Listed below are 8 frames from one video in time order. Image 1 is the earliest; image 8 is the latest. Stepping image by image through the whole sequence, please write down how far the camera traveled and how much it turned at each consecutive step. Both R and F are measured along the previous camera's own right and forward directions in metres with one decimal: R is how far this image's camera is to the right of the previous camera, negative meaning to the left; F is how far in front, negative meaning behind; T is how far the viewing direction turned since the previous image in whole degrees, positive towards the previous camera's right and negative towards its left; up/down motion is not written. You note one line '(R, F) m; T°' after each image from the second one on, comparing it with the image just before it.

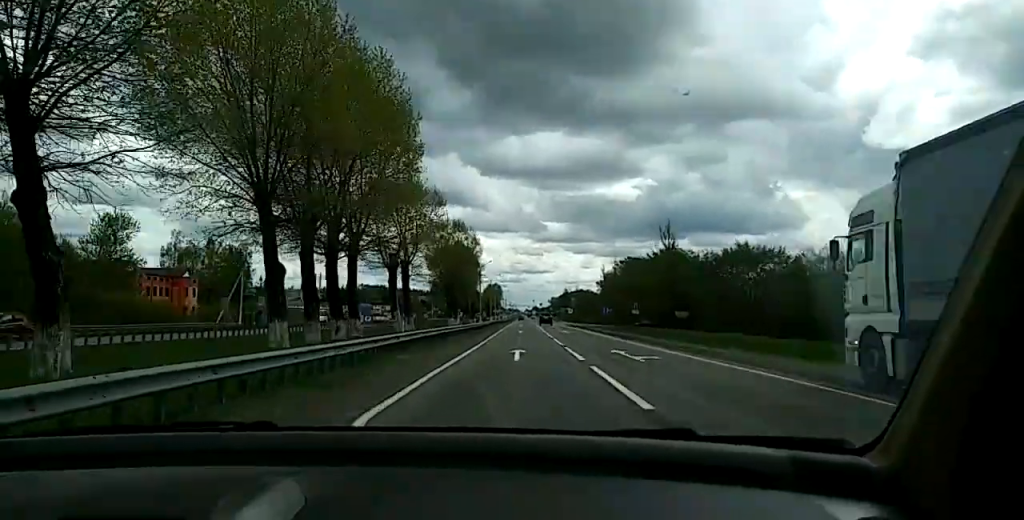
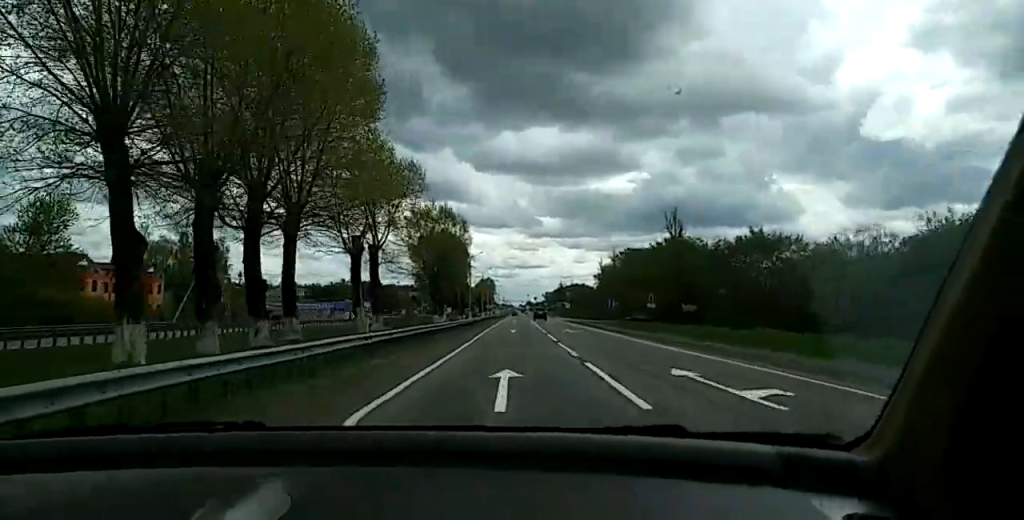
(+0.1, +12.6) m; 0°
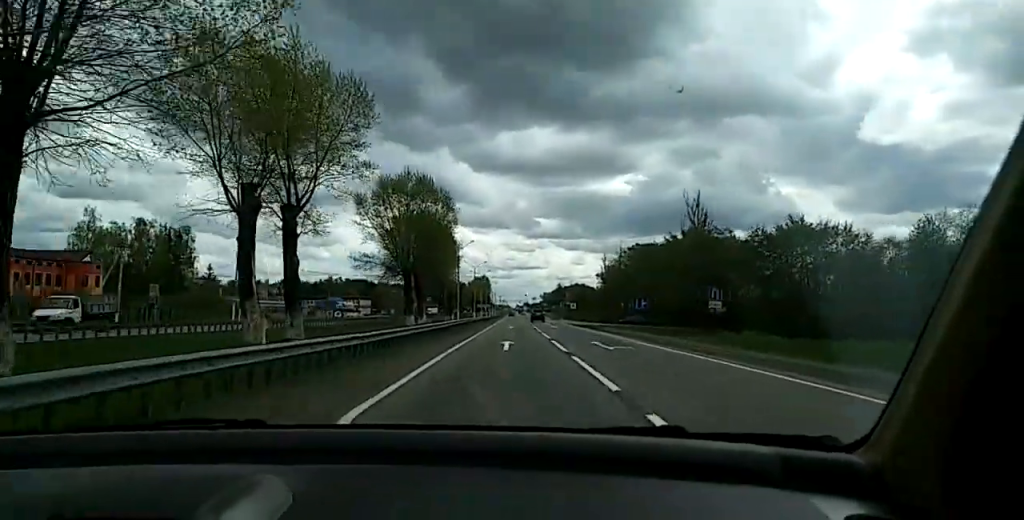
(+0.3, +21.0) m; 0°
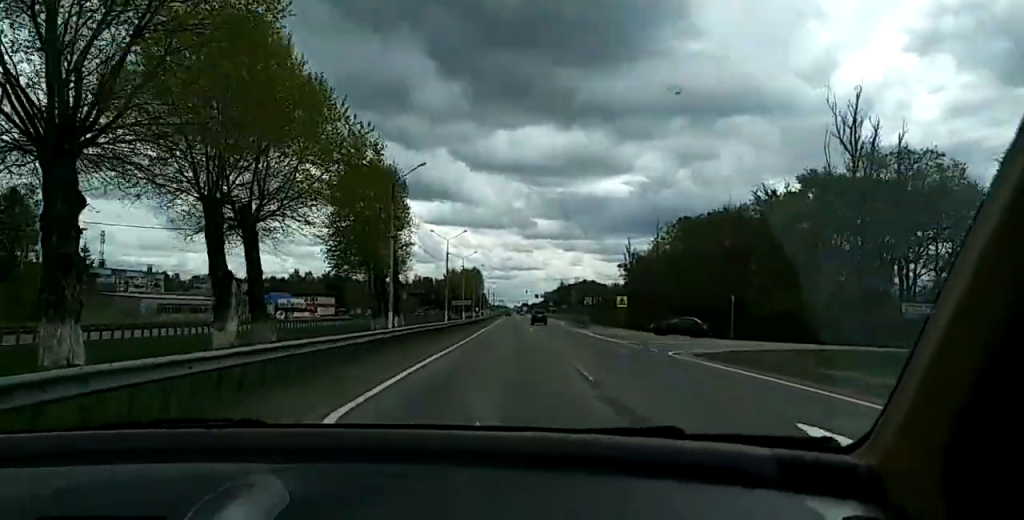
(-1.1, +61.8) m; -1°
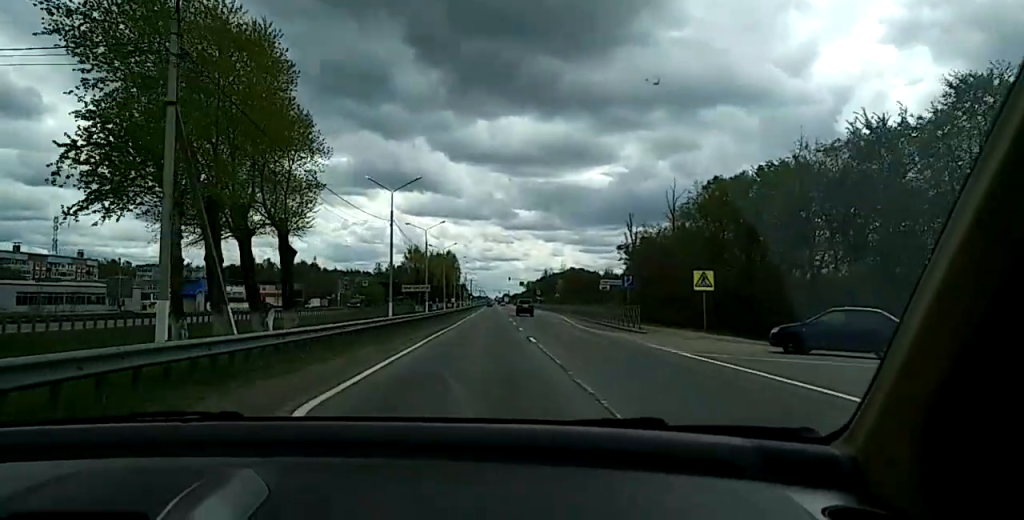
(0.0, +33.7) m; 0°
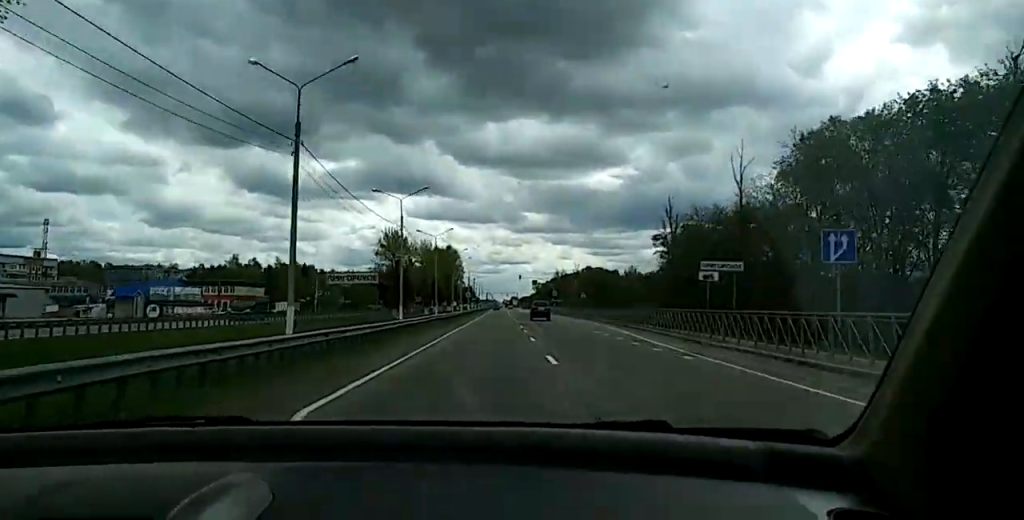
(-0.3, +32.6) m; 0°
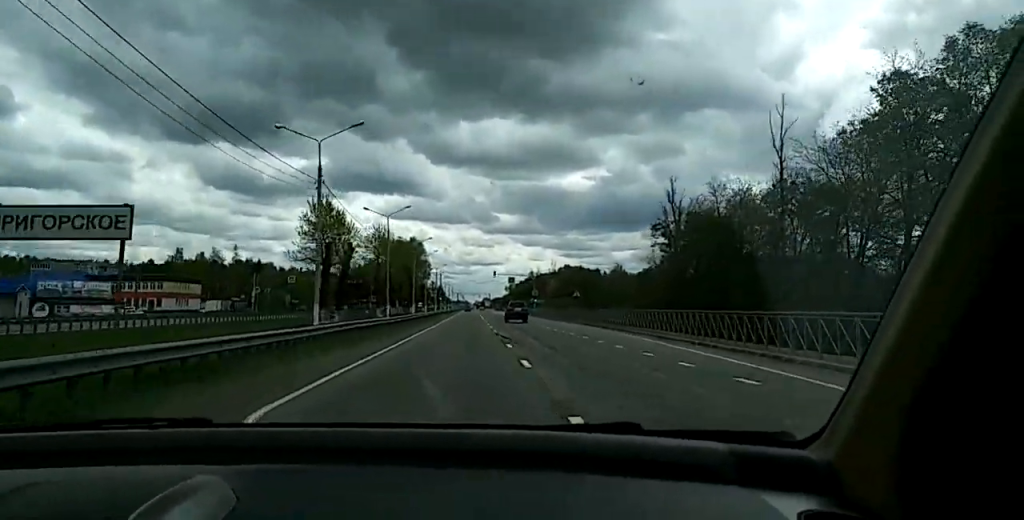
(+0.5, +23.0) m; +1°
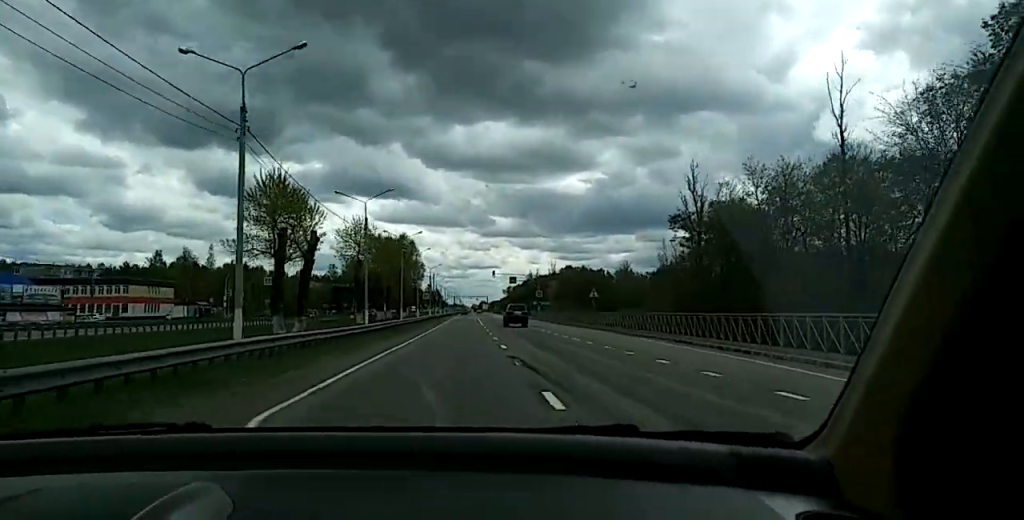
(-0.1, +14.5) m; 0°
